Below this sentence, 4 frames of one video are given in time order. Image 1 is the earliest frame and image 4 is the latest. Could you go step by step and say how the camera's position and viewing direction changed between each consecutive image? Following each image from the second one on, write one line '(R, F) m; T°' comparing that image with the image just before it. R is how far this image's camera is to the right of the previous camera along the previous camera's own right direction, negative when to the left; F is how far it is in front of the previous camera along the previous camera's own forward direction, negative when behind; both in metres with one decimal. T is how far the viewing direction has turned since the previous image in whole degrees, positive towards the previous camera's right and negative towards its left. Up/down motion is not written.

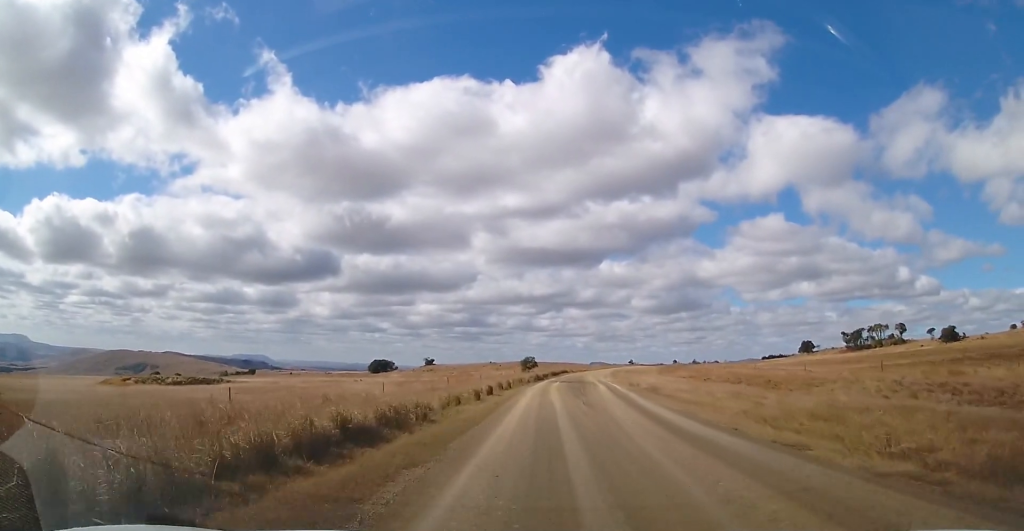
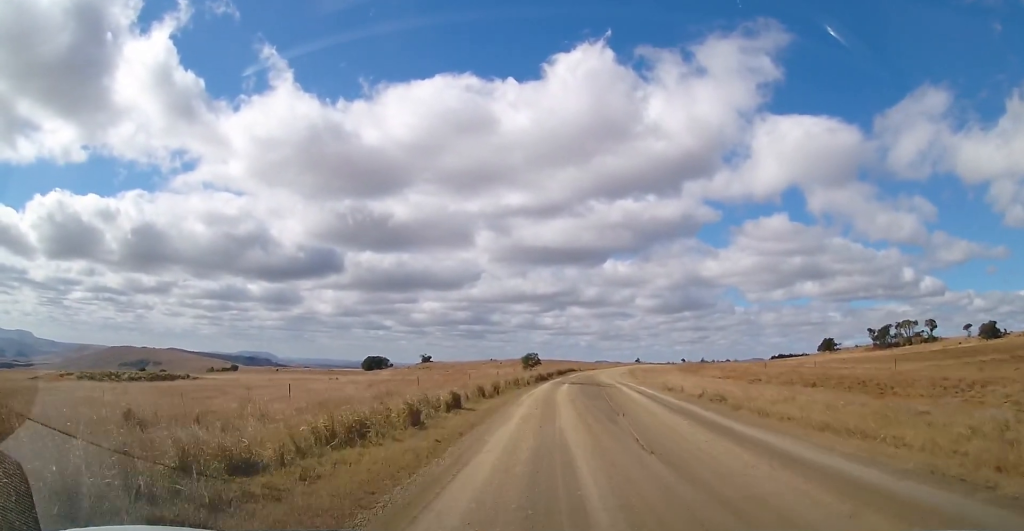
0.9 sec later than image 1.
(+0.6, +15.1) m; +1°
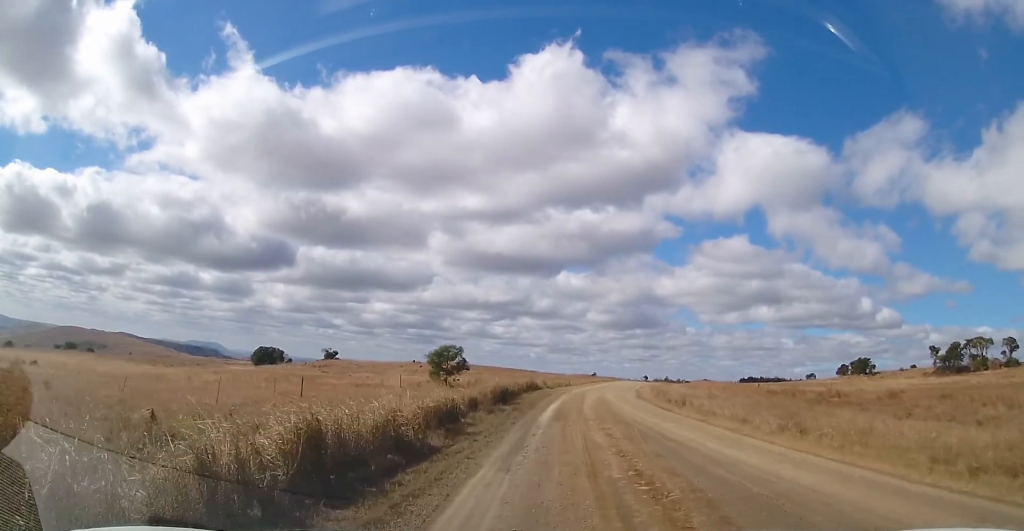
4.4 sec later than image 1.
(+1.8, +55.3) m; +6°
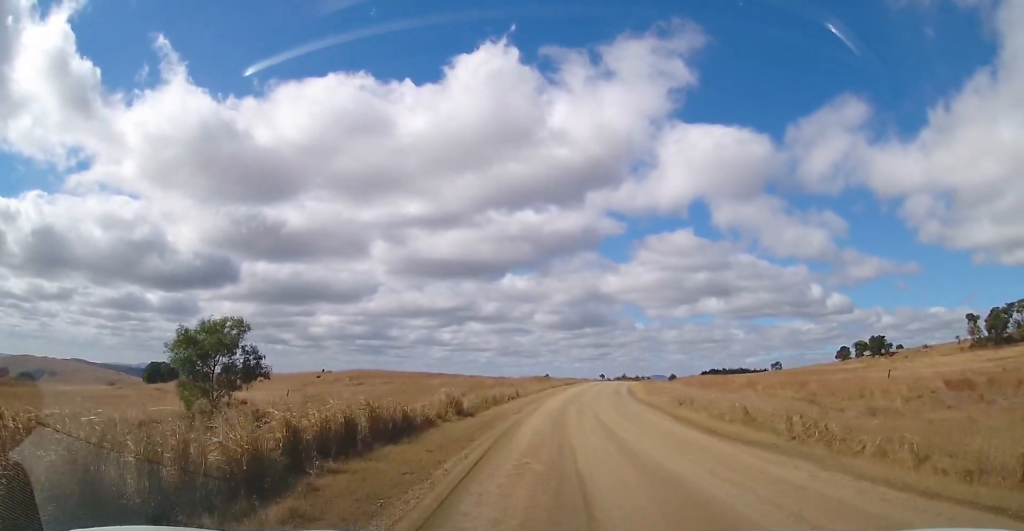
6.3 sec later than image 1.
(+0.4, +30.5) m; +3°
